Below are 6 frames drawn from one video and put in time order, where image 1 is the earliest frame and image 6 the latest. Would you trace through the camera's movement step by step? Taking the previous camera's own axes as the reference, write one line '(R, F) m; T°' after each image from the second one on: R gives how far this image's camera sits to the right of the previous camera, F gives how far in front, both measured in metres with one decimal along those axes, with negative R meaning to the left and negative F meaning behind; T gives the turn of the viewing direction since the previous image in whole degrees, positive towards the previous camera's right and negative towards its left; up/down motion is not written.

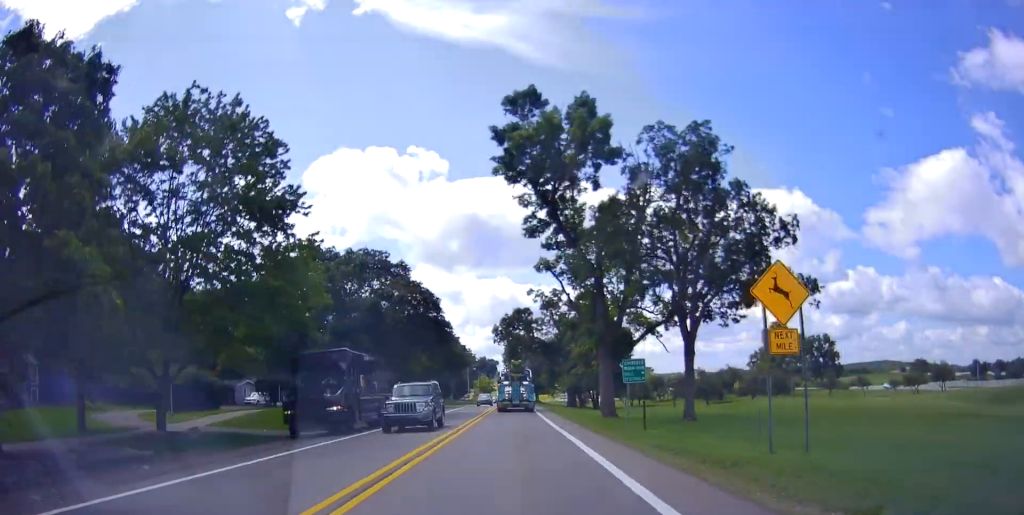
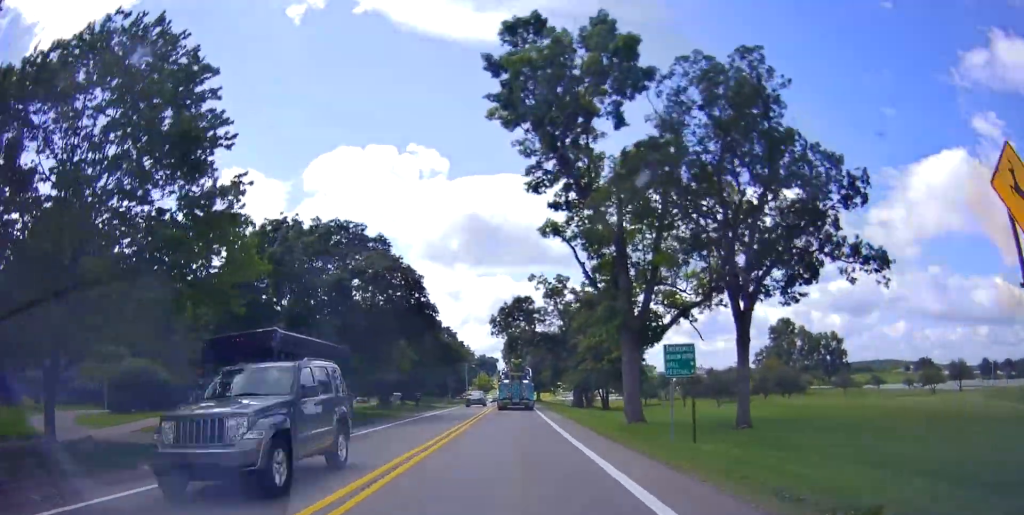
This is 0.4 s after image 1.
(-0.3, +6.7) m; +1°
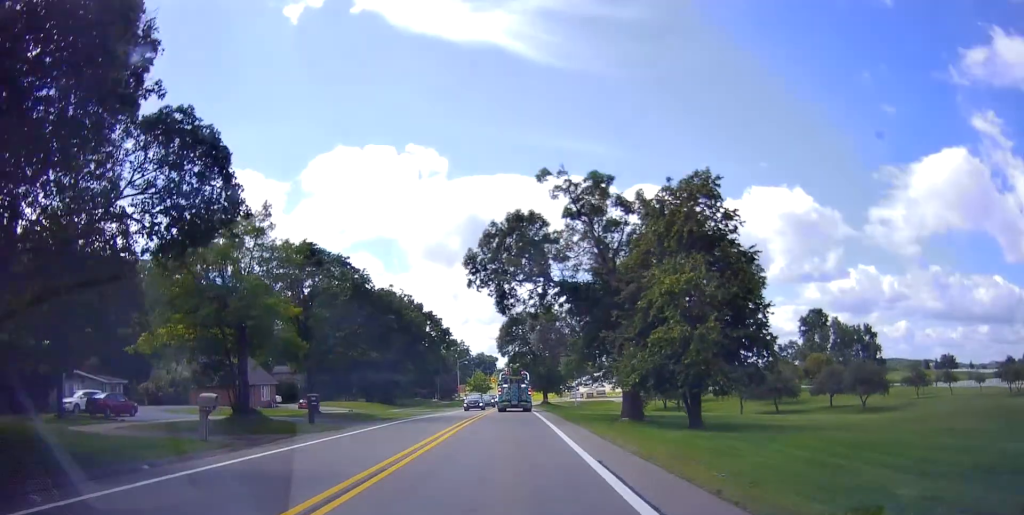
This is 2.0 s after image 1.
(+1.2, +26.5) m; +1°
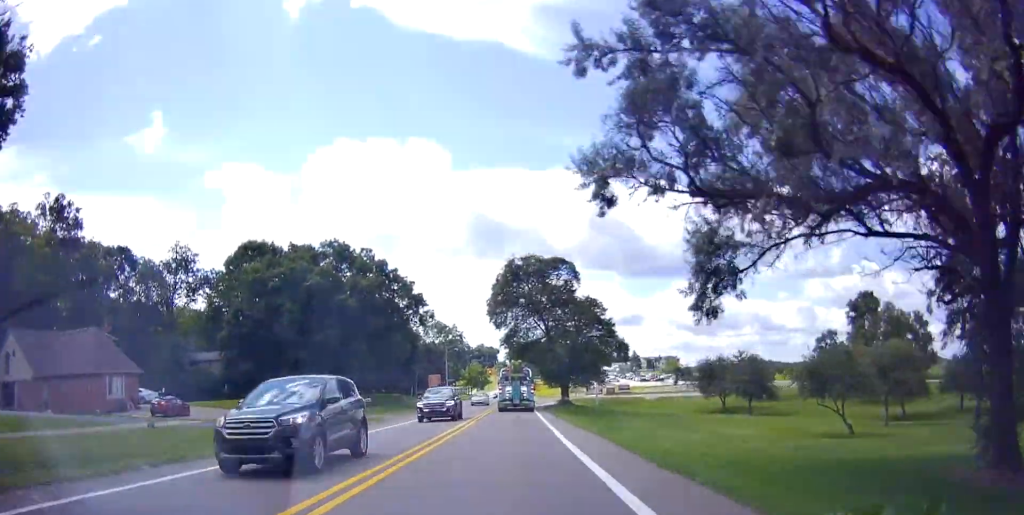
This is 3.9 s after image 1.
(-1.1, +31.5) m; -1°
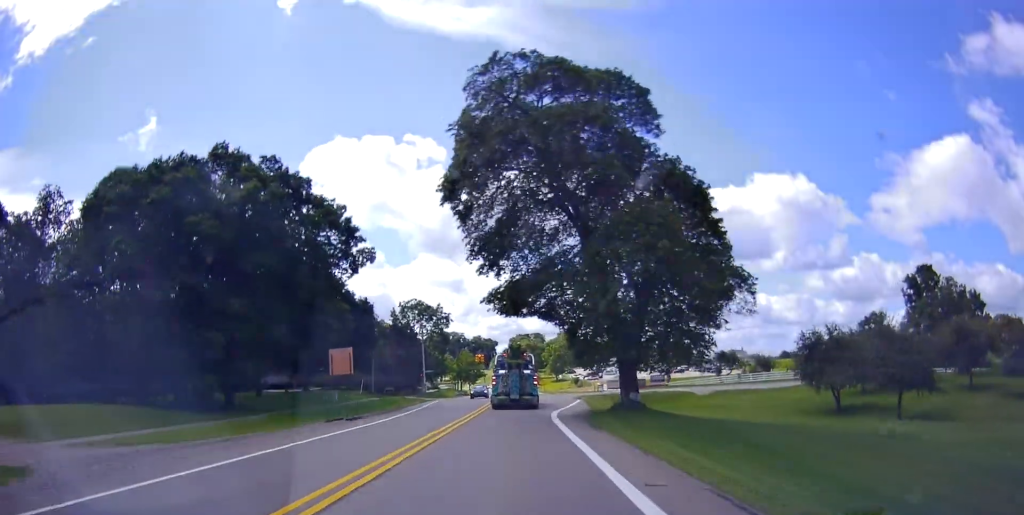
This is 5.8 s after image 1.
(+1.2, +33.0) m; +2°
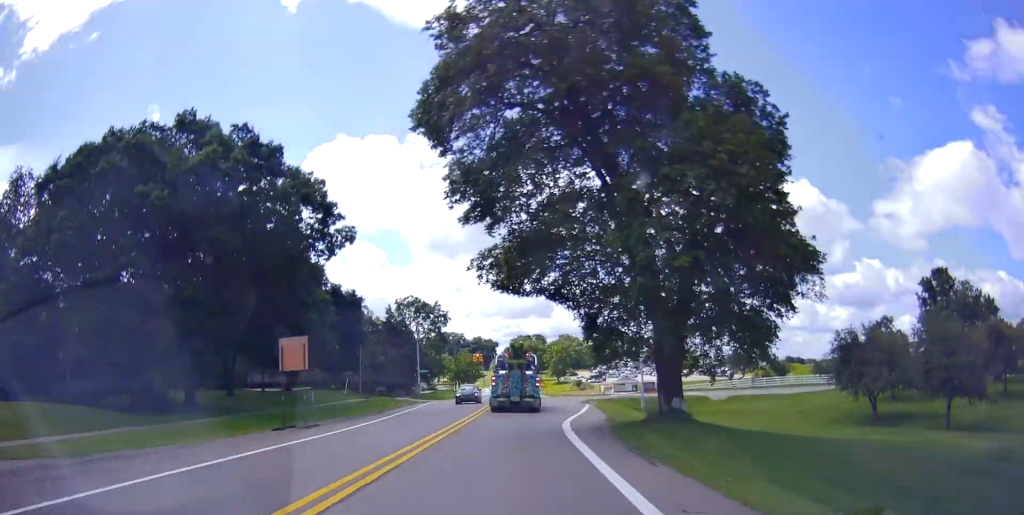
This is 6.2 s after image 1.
(+0.1, +8.1) m; -1°
